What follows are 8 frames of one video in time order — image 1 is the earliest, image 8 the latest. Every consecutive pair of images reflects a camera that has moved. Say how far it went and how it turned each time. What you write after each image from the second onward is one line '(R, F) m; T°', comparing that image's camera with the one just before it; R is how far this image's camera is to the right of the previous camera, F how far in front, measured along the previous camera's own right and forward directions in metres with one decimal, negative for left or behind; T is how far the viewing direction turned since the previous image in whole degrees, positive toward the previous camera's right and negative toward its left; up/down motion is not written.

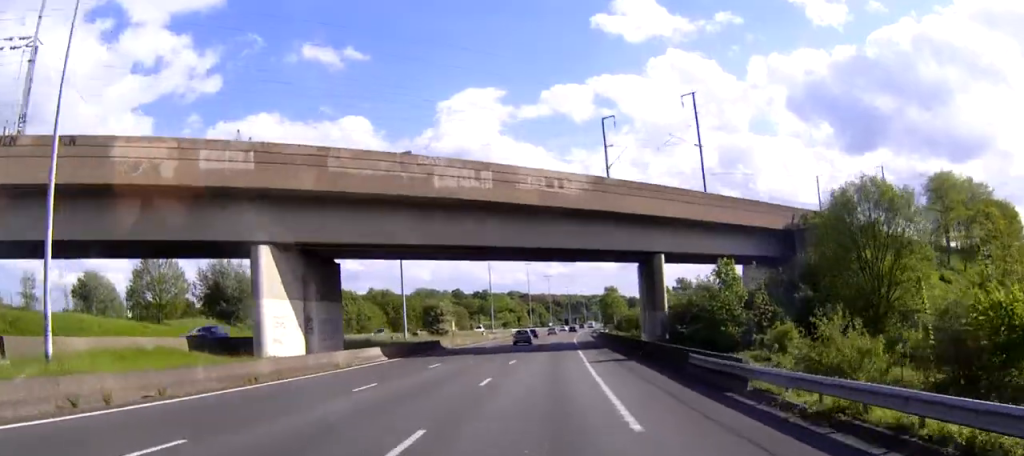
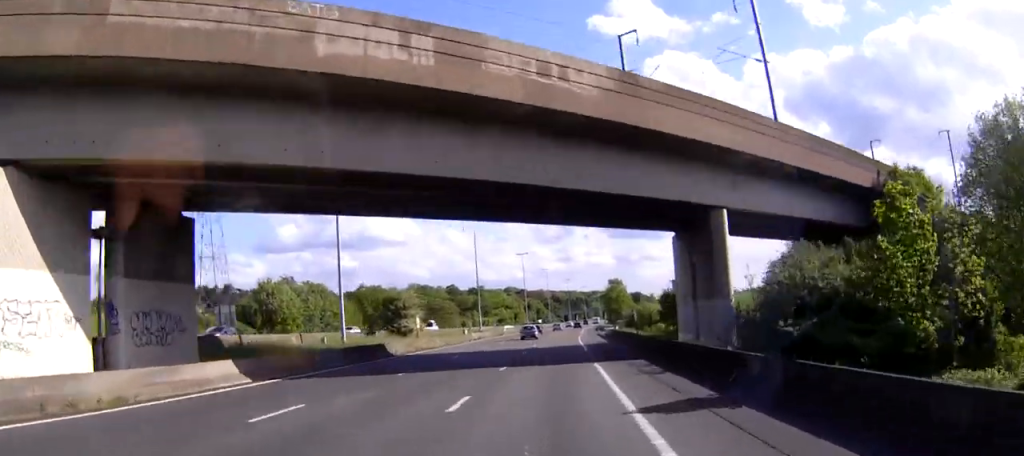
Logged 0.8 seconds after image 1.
(0.0, +21.0) m; 0°
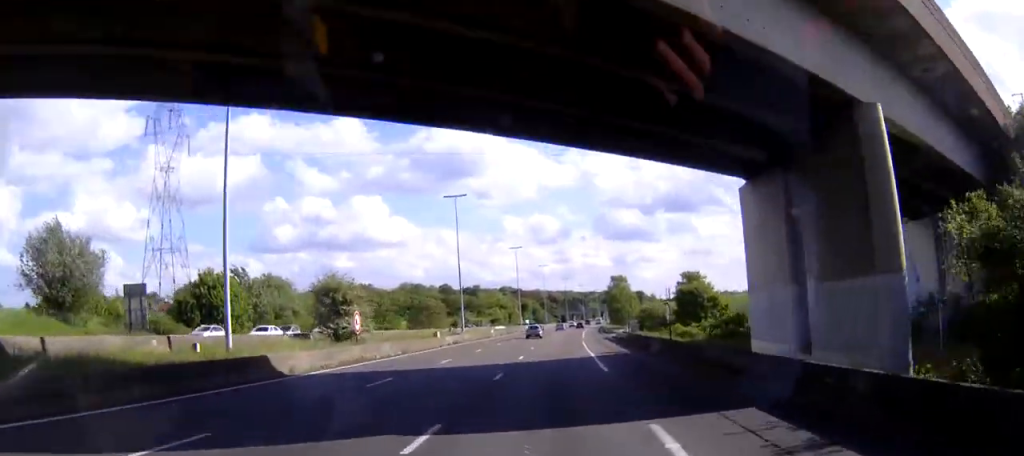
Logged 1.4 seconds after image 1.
(0.0, +18.2) m; 0°
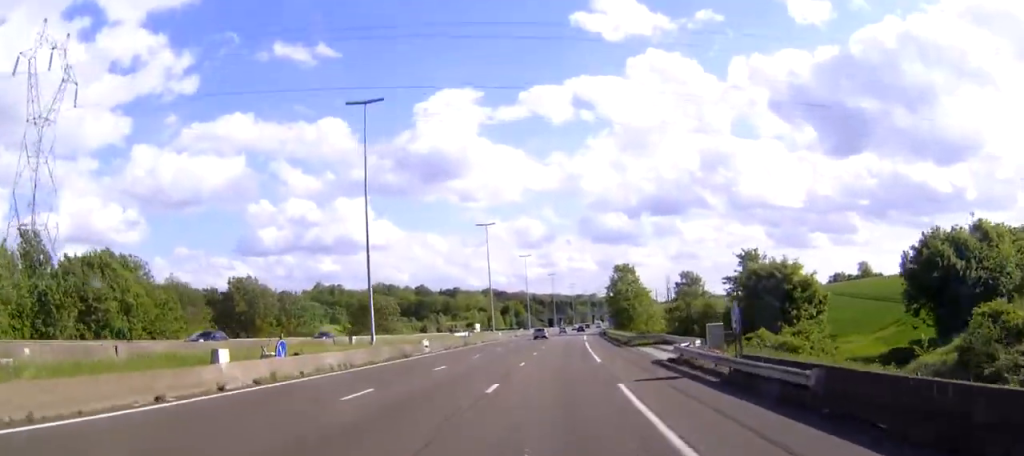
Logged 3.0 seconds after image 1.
(+0.4, +42.9) m; +1°
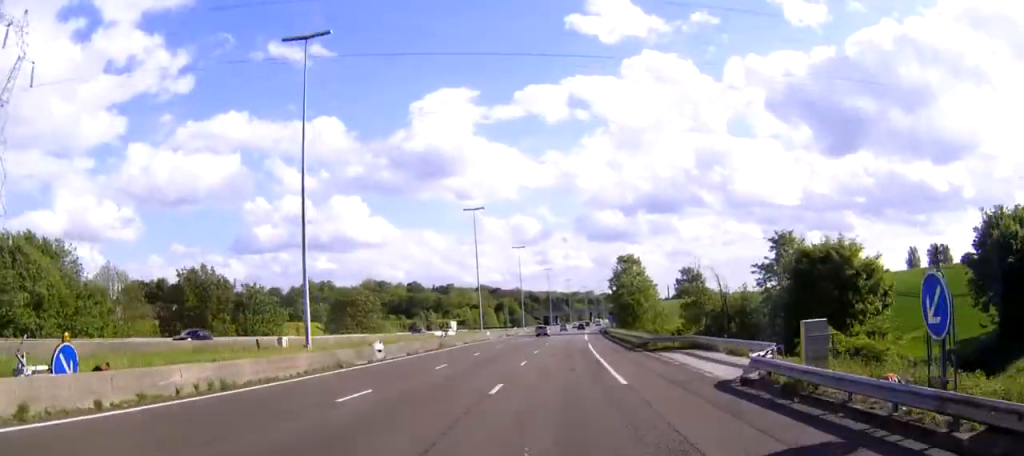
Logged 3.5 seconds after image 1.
(+0.1, +13.7) m; +1°
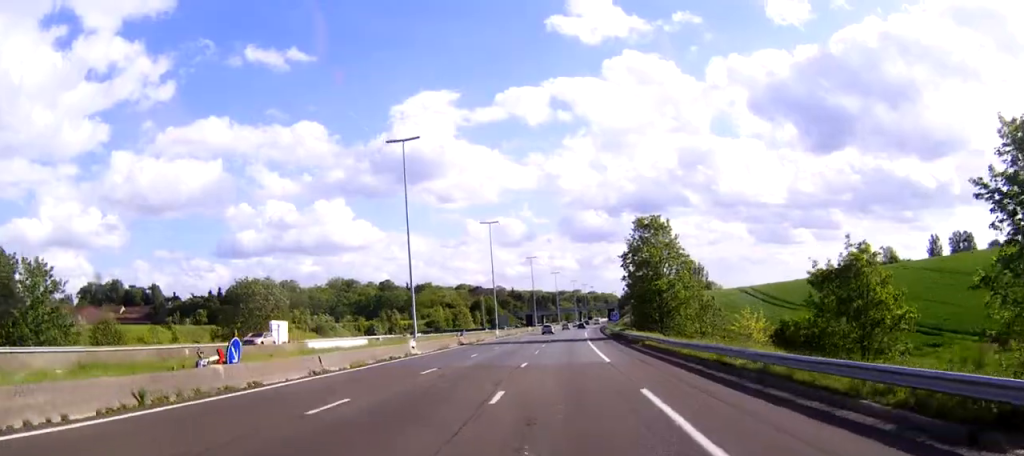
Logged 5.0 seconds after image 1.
(+0.3, +41.9) m; +1°
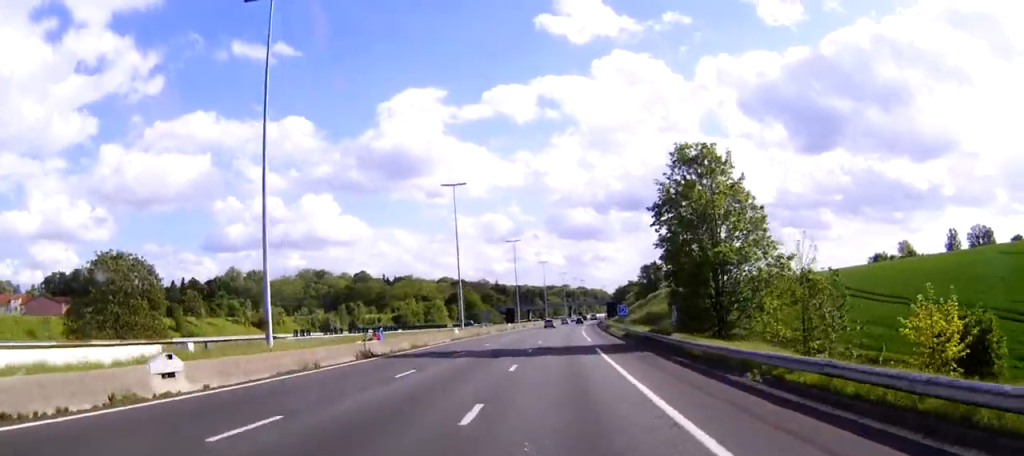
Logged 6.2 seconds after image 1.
(+0.2, +30.9) m; +1°
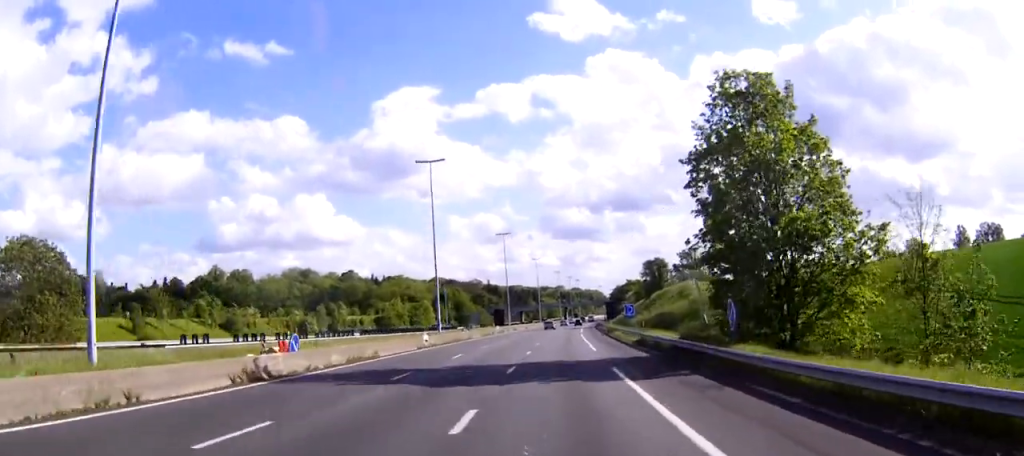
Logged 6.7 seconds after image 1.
(0.0, +13.6) m; 0°
